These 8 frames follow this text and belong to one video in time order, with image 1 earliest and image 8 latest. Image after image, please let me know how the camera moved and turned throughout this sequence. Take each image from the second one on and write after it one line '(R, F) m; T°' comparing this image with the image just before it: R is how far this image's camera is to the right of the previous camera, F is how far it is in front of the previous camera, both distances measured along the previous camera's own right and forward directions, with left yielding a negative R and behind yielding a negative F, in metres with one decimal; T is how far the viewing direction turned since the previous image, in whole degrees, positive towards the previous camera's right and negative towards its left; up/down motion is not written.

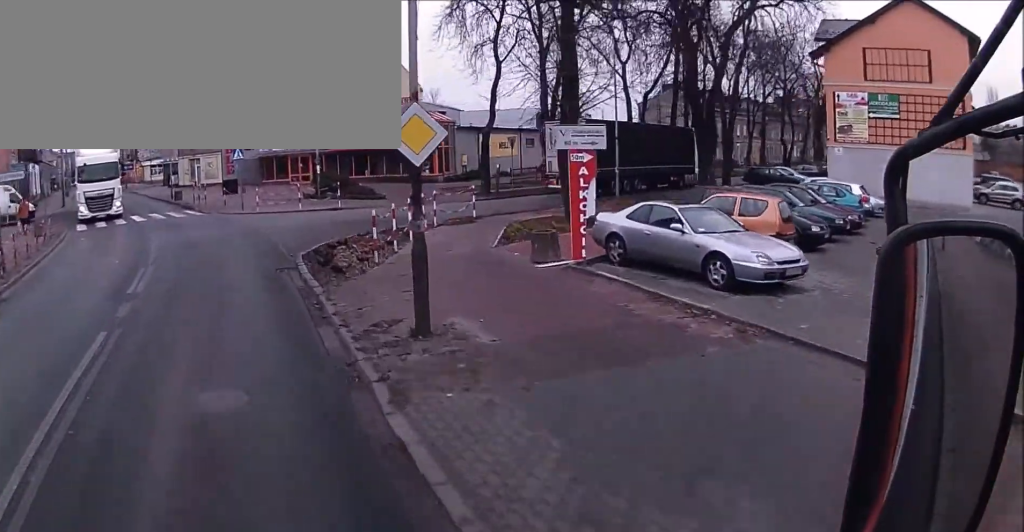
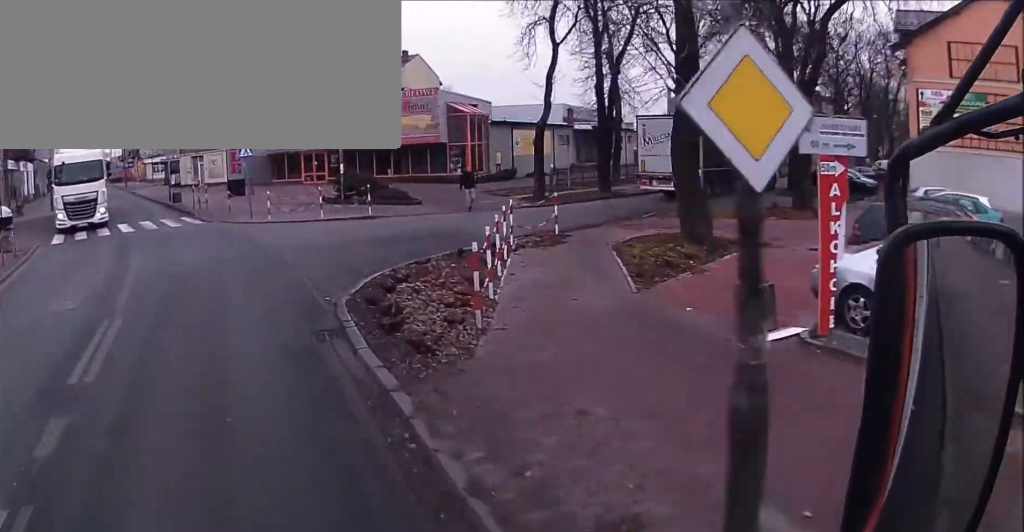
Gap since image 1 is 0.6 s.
(-0.4, +5.8) m; -3°
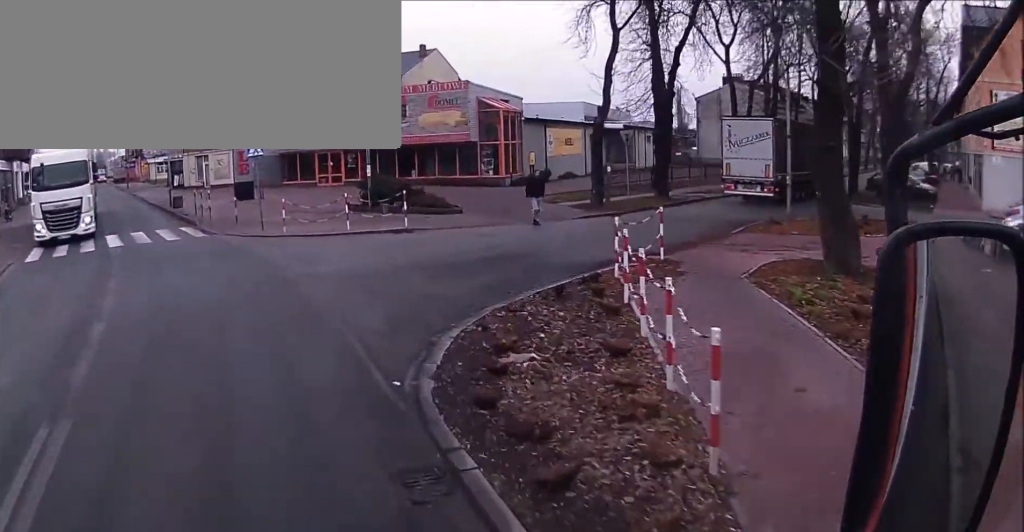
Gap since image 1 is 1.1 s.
(+0.1, +4.5) m; +1°
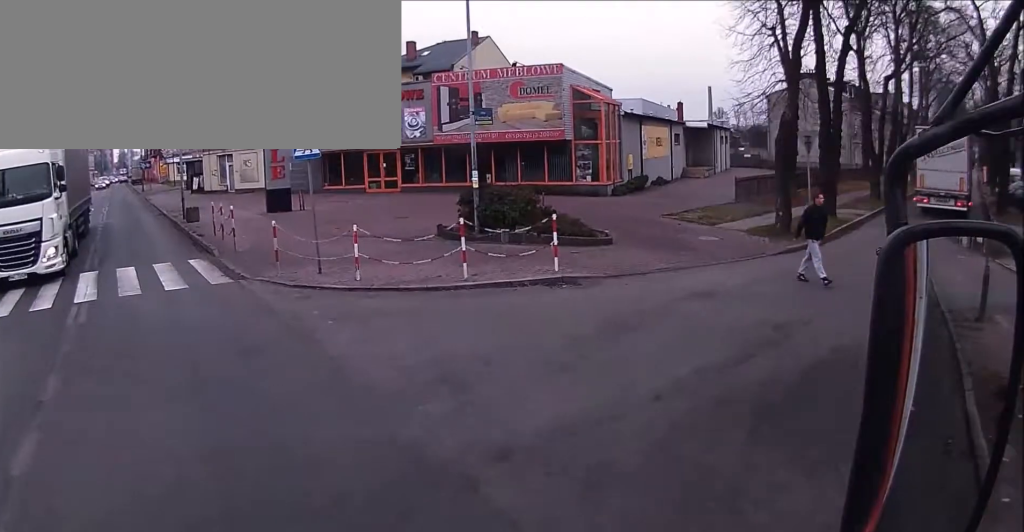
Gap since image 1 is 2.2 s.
(+0.2, +9.0) m; -2°
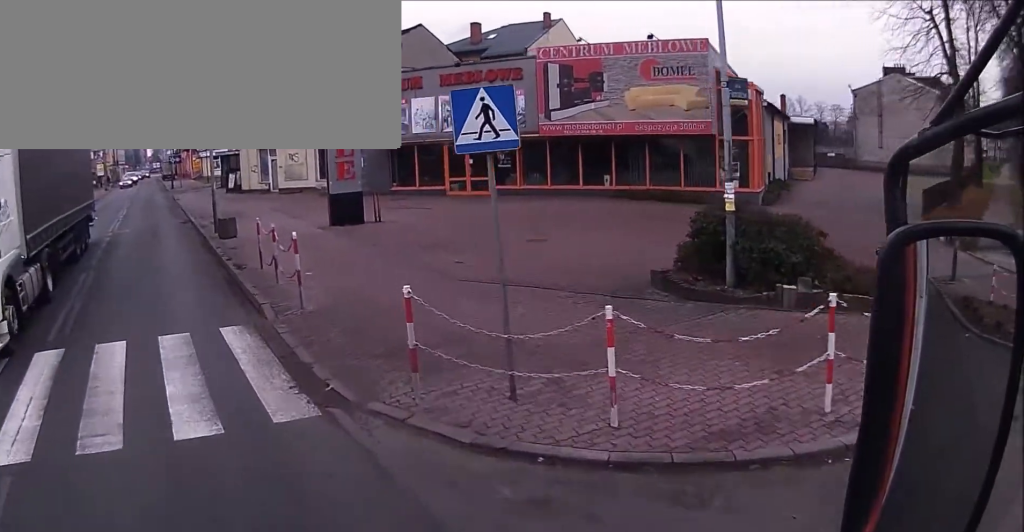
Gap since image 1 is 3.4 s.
(-0.7, +8.0) m; -11°
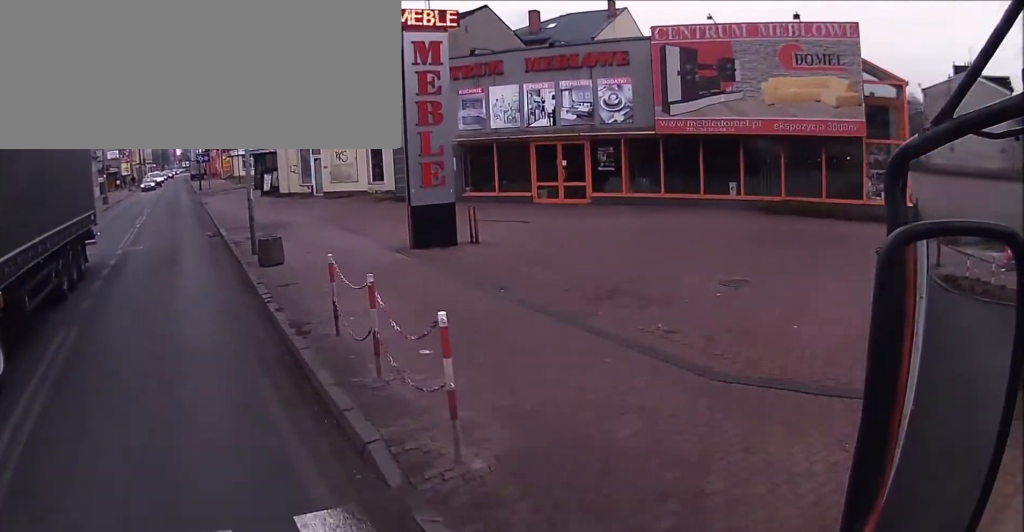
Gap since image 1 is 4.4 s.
(-0.2, +4.9) m; -4°
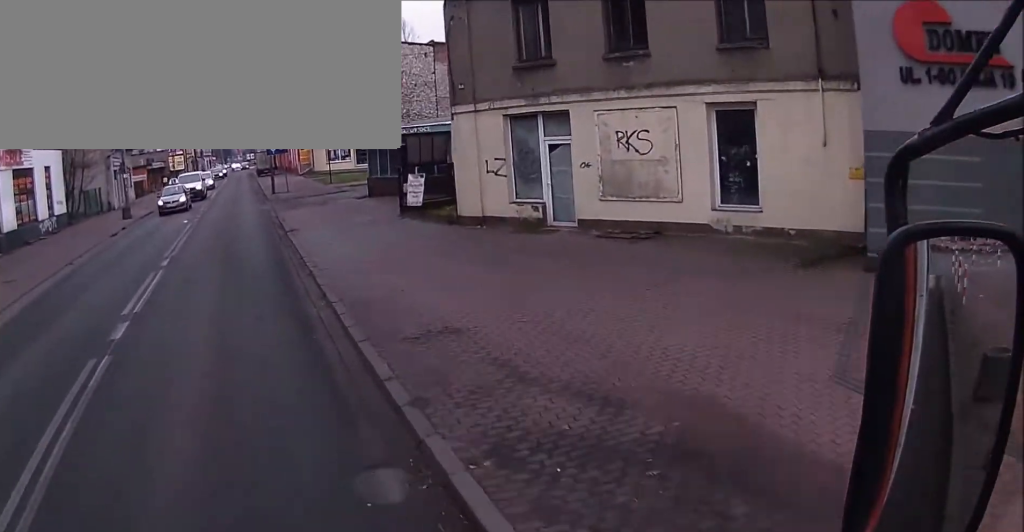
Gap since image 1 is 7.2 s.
(-2.3, +14.0) m; -14°
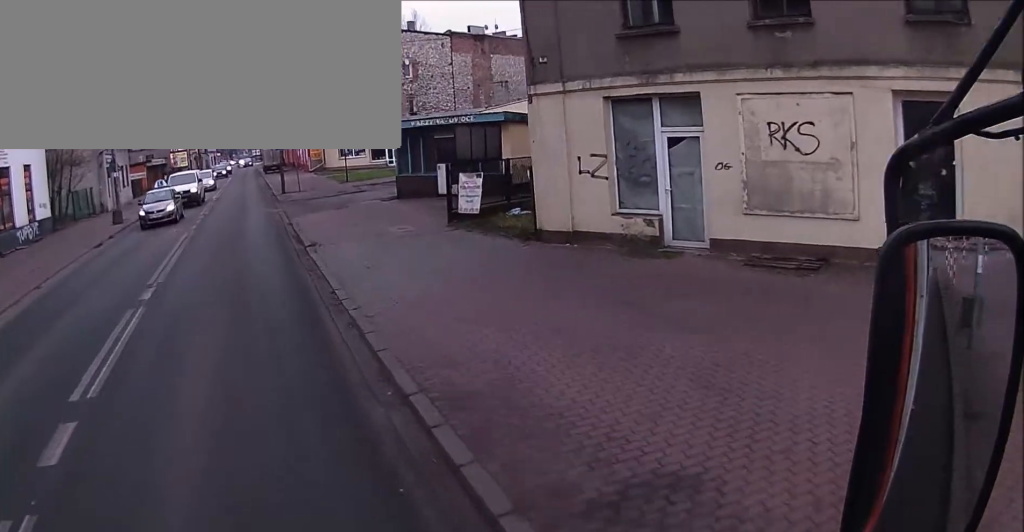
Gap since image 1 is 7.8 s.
(0.0, +3.3) m; +2°
